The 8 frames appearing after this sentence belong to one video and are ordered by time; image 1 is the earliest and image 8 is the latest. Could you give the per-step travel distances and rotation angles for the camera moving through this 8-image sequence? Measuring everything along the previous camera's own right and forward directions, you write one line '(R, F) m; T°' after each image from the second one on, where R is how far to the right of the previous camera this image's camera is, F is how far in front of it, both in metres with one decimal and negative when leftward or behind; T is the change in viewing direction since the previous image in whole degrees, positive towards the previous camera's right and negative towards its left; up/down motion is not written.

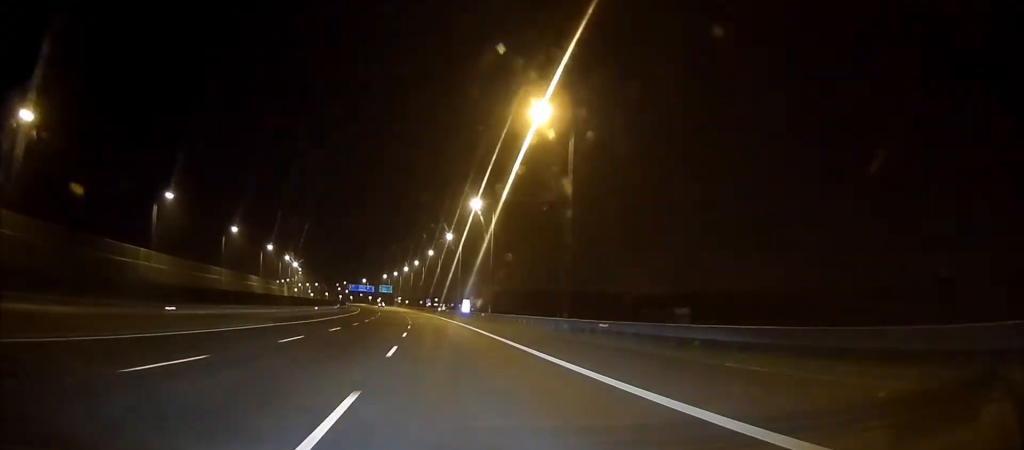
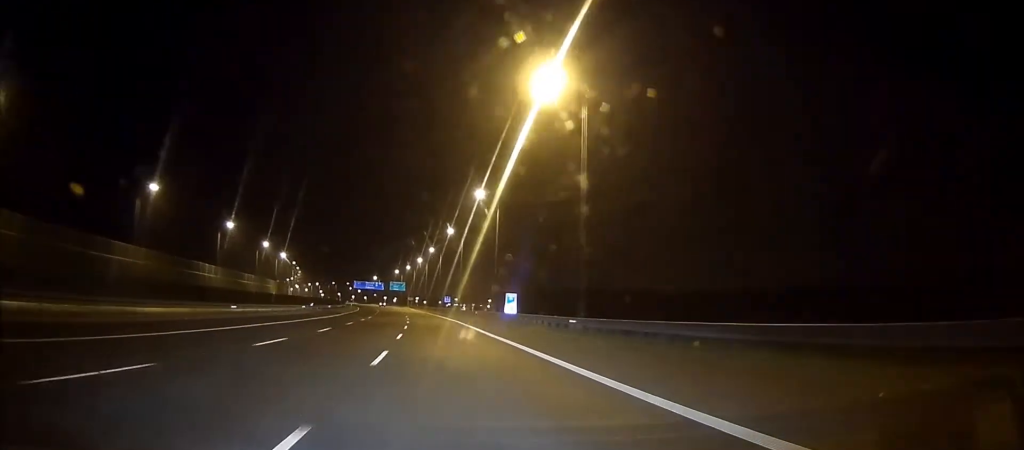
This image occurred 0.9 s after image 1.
(-0.5, +32.8) m; -1°
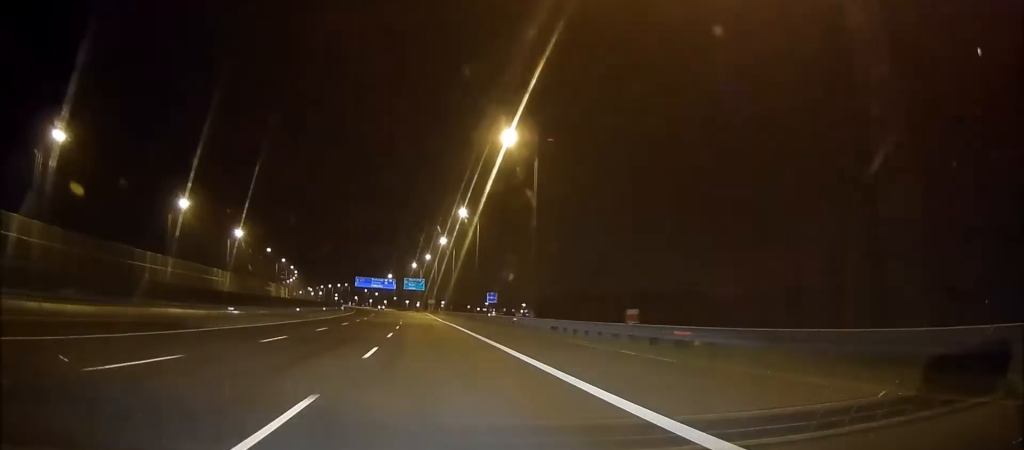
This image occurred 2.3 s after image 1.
(-0.8, +42.7) m; -2°
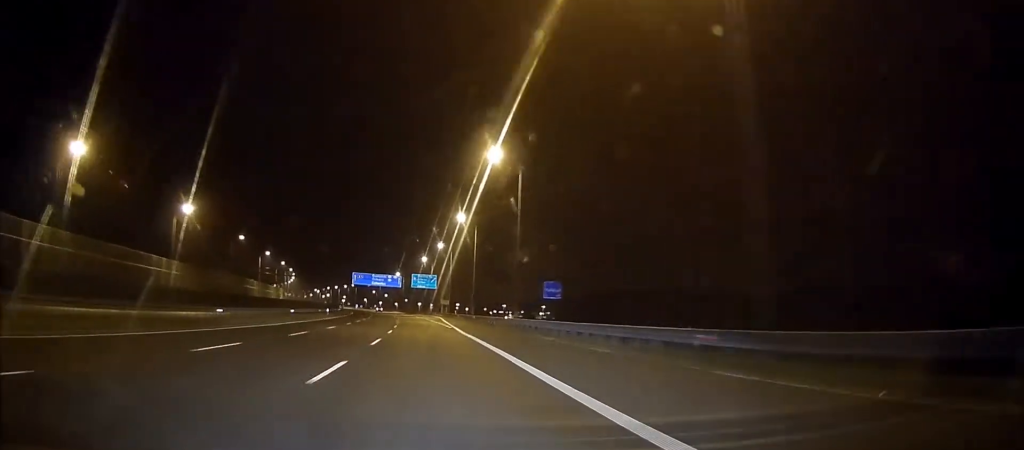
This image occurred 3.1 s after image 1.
(-0.1, +21.4) m; -1°
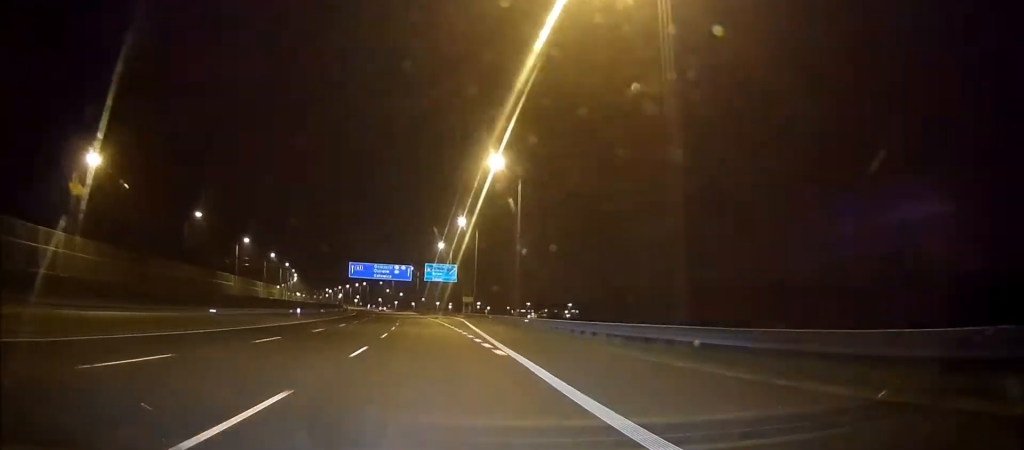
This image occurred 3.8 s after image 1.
(-0.2, +23.8) m; -1°
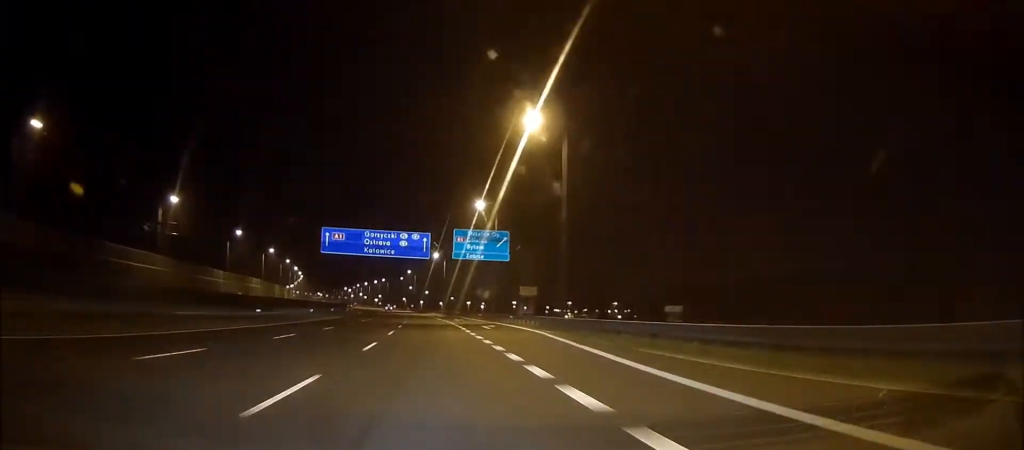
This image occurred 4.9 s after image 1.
(-0.7, +40.4) m; -2°
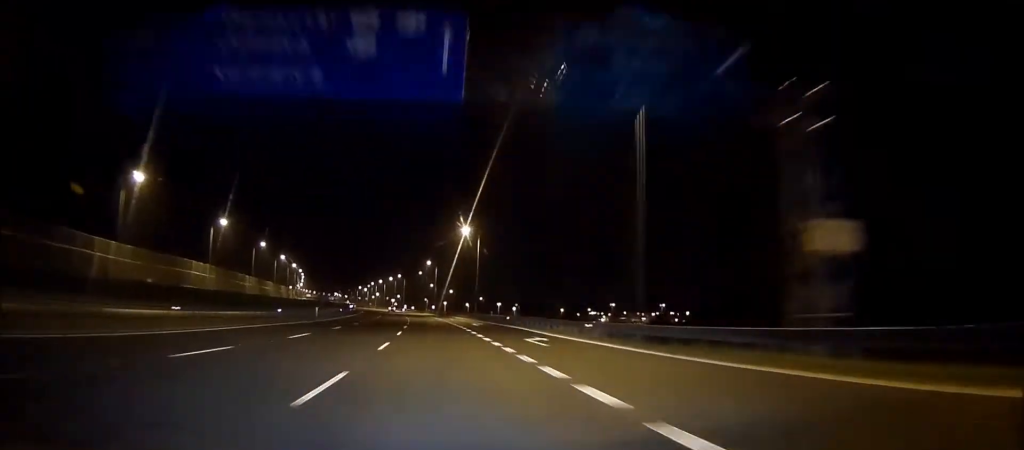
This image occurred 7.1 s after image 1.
(-2.6, +88.2) m; -3°
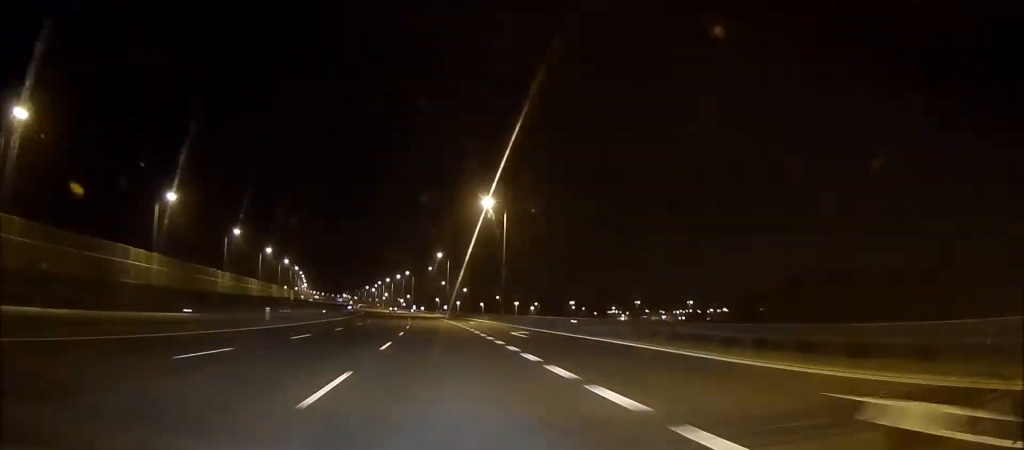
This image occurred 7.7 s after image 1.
(-0.3, +24.8) m; -1°
